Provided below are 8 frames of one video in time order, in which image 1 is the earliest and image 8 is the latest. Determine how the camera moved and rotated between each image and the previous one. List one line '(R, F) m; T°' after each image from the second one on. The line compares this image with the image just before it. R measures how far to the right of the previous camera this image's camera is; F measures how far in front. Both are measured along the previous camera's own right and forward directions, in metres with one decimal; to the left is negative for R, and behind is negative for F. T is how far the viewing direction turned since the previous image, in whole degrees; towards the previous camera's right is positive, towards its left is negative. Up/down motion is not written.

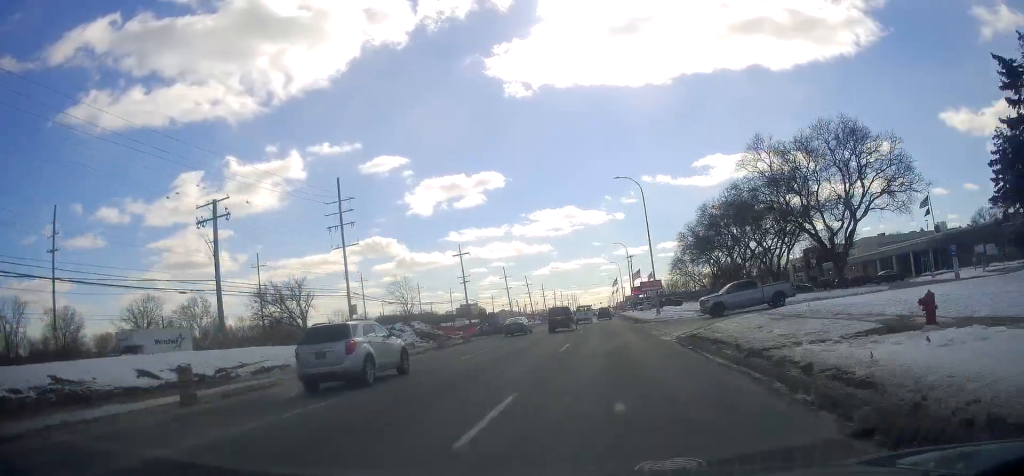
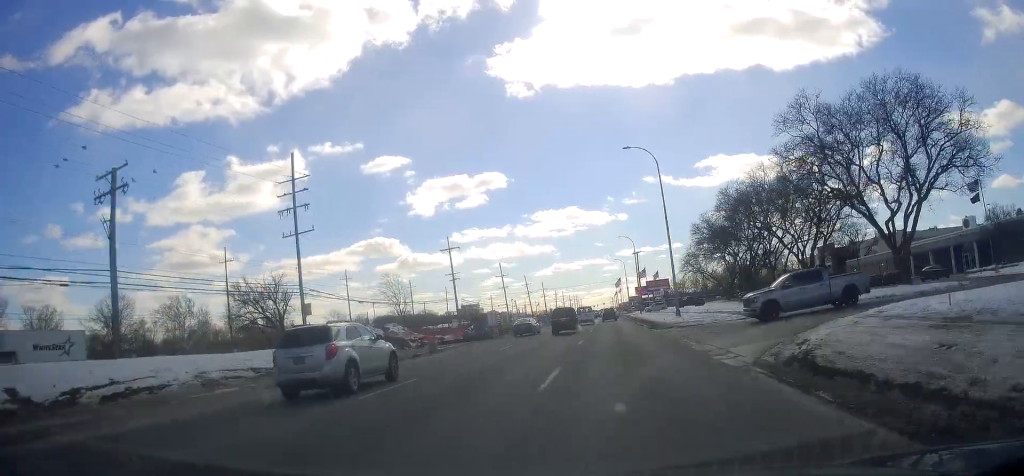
(-0.2, +10.3) m; 0°
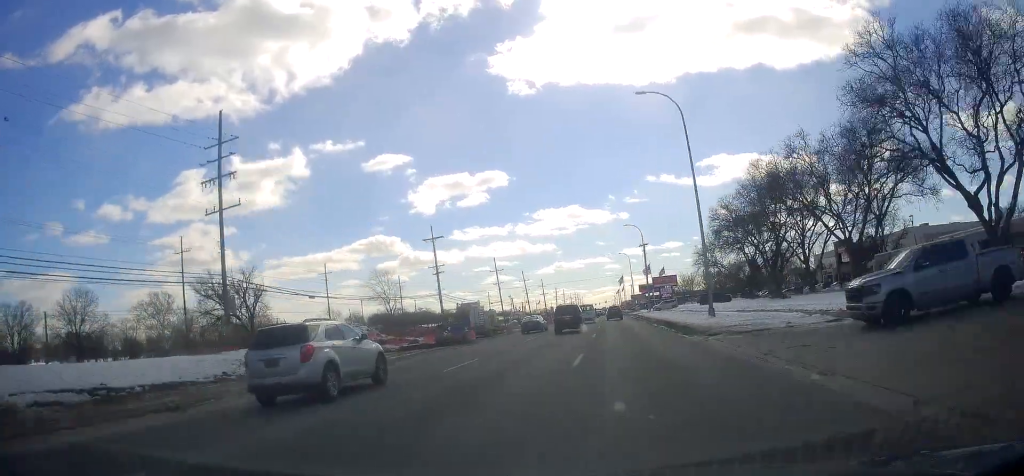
(0.0, +11.1) m; 0°
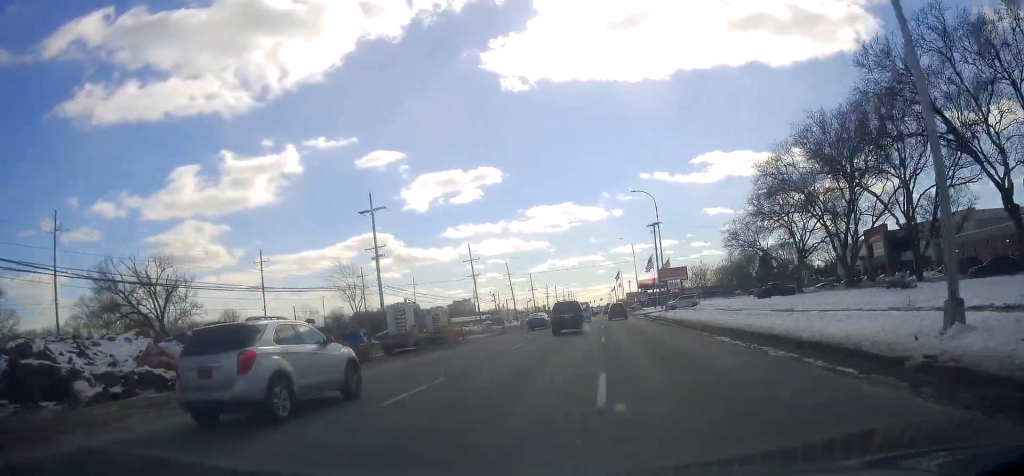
(+0.3, +22.2) m; 0°
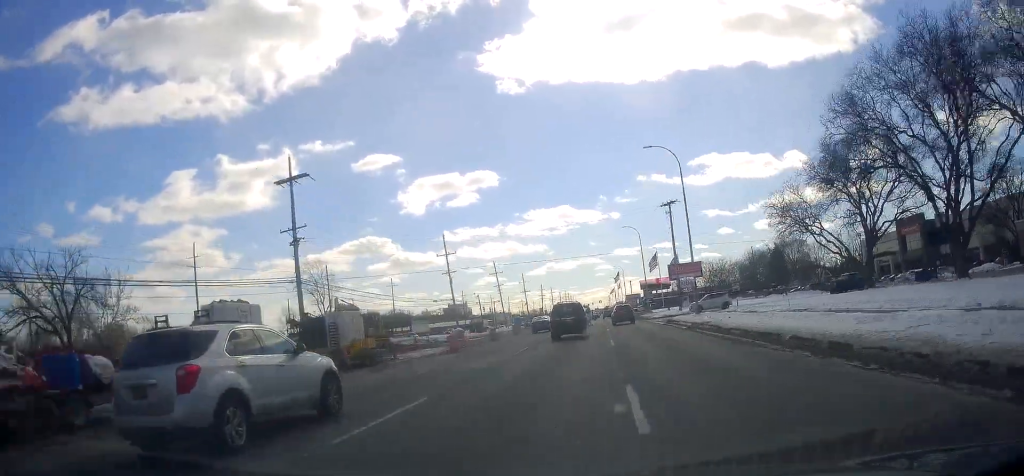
(-0.3, +17.2) m; -1°
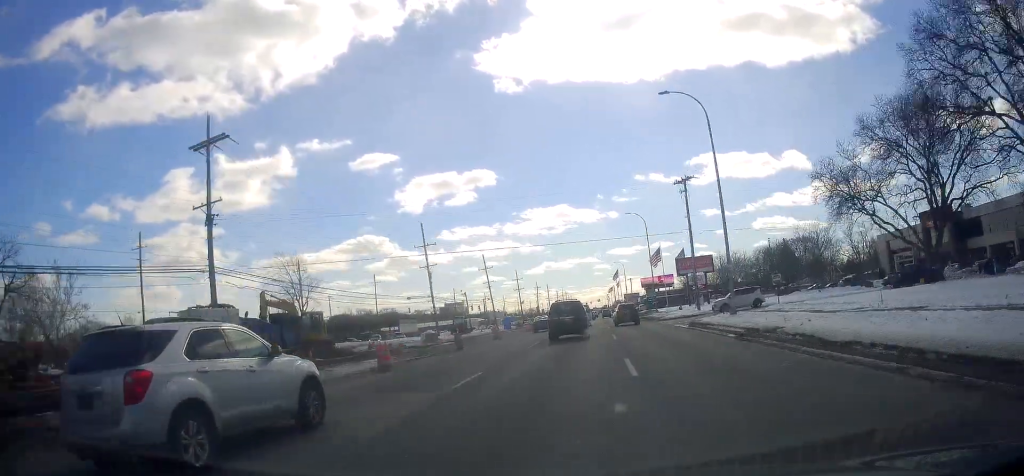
(0.0, +10.7) m; 0°
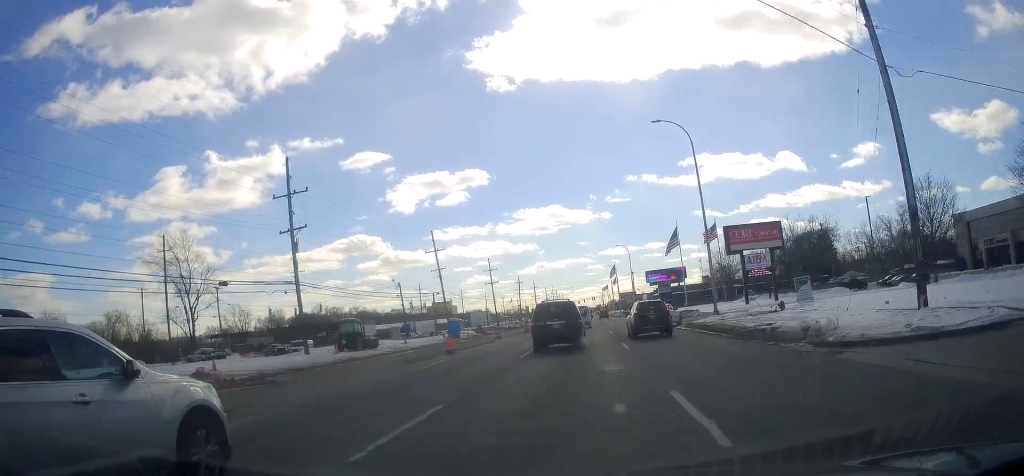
(+0.7, +35.4) m; +2°
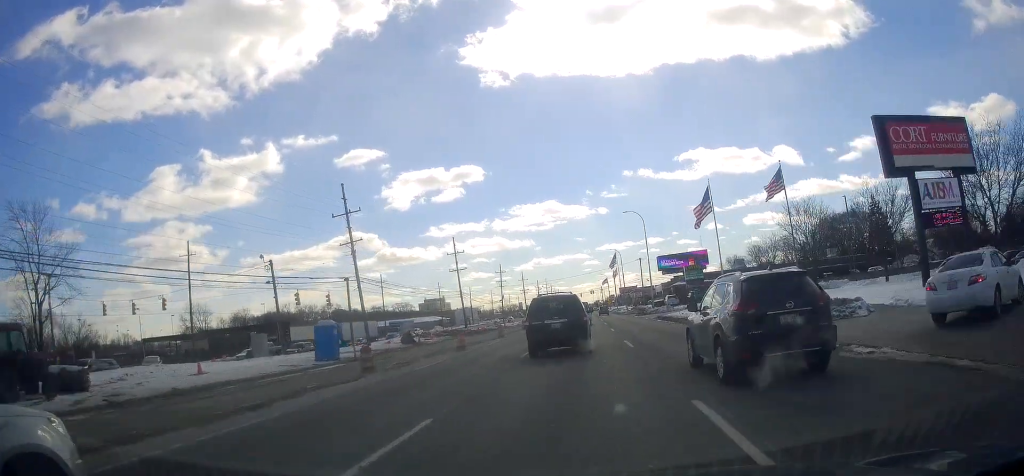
(+0.2, +31.3) m; 0°
